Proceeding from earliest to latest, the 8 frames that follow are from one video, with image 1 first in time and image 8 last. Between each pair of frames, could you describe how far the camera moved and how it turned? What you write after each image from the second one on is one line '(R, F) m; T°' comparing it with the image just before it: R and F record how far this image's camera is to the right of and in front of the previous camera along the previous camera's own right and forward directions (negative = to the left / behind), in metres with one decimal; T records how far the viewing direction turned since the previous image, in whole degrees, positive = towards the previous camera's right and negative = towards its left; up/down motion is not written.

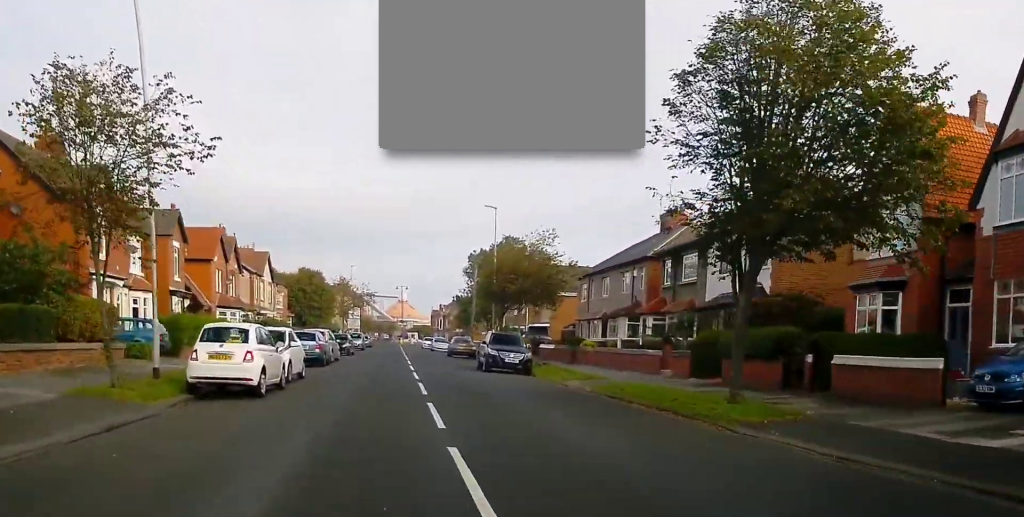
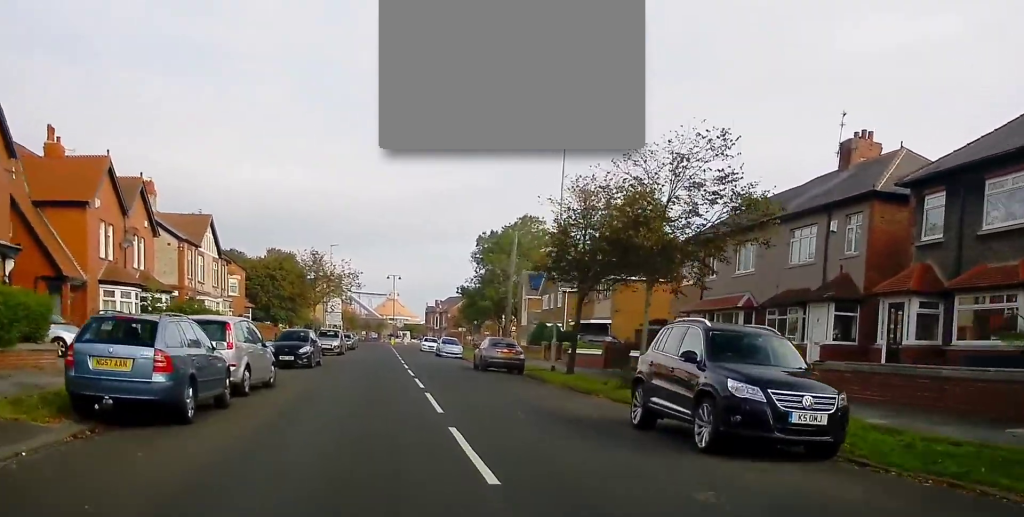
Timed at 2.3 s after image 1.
(-0.1, +22.1) m; +4°
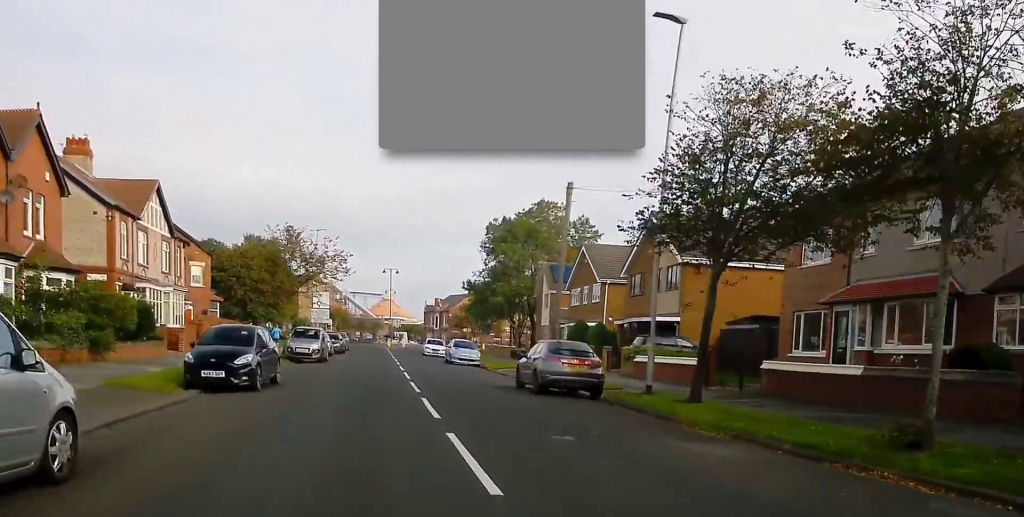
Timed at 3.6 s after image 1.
(-0.3, +12.5) m; -3°
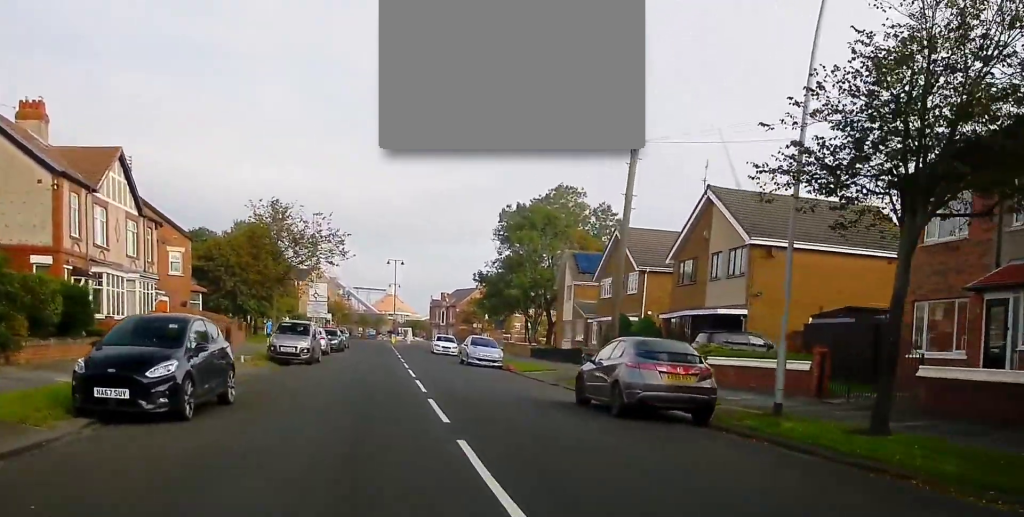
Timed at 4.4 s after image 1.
(0.0, +7.0) m; +1°
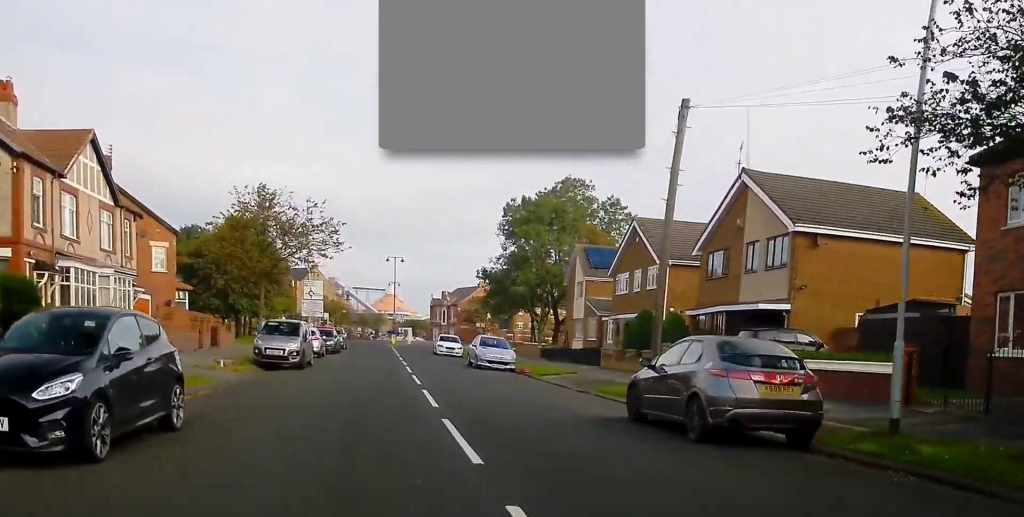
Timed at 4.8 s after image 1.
(0.0, +3.6) m; 0°
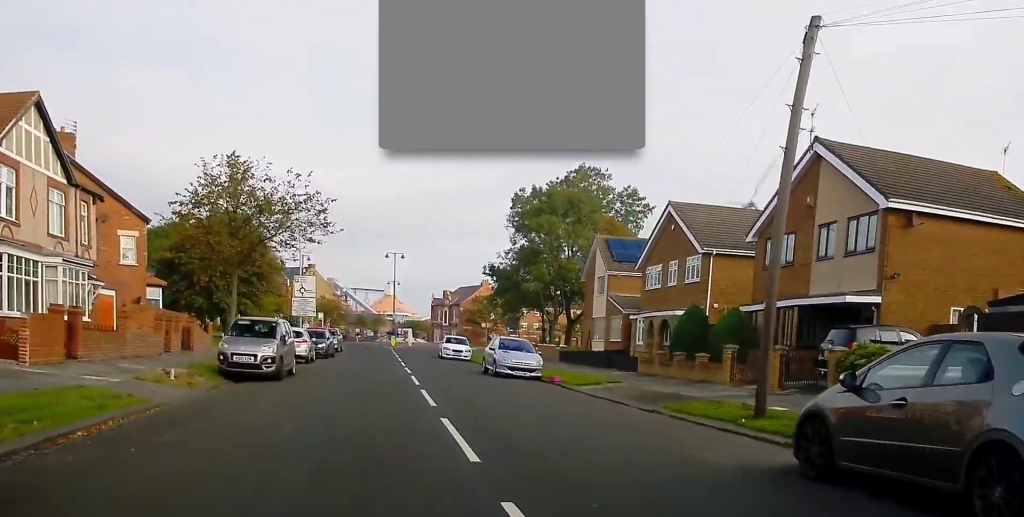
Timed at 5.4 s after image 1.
(+0.1, +5.8) m; +1°
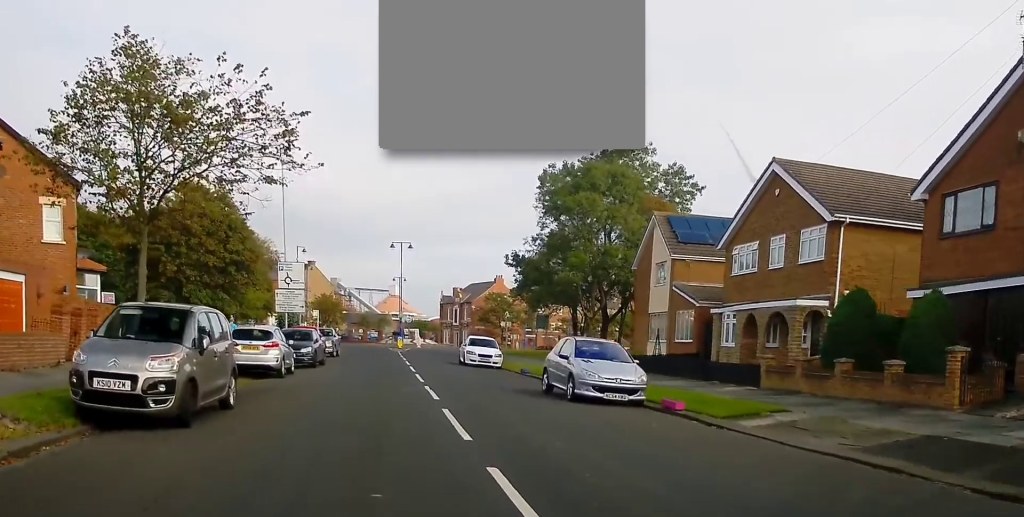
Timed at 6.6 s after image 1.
(0.0, +10.7) m; 0°
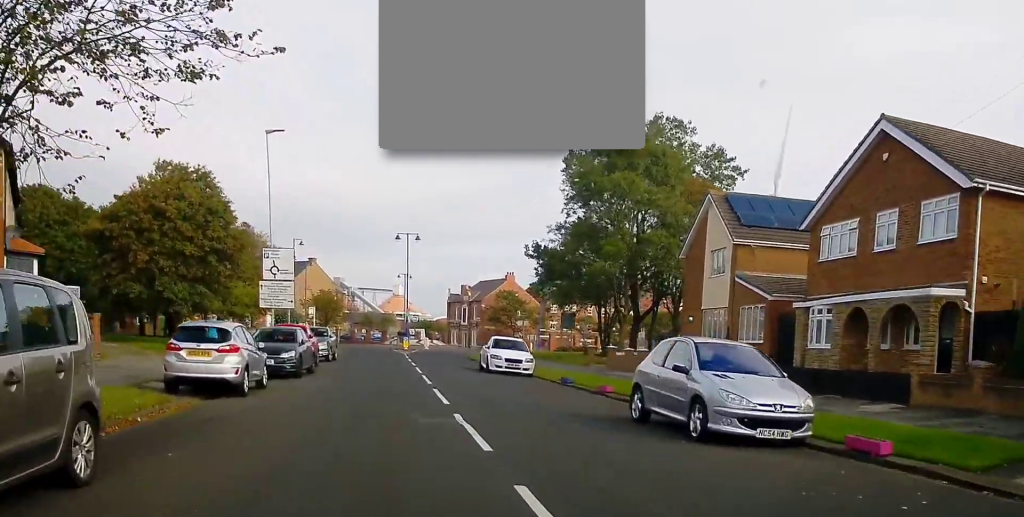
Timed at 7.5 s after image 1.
(0.0, +6.9) m; 0°
